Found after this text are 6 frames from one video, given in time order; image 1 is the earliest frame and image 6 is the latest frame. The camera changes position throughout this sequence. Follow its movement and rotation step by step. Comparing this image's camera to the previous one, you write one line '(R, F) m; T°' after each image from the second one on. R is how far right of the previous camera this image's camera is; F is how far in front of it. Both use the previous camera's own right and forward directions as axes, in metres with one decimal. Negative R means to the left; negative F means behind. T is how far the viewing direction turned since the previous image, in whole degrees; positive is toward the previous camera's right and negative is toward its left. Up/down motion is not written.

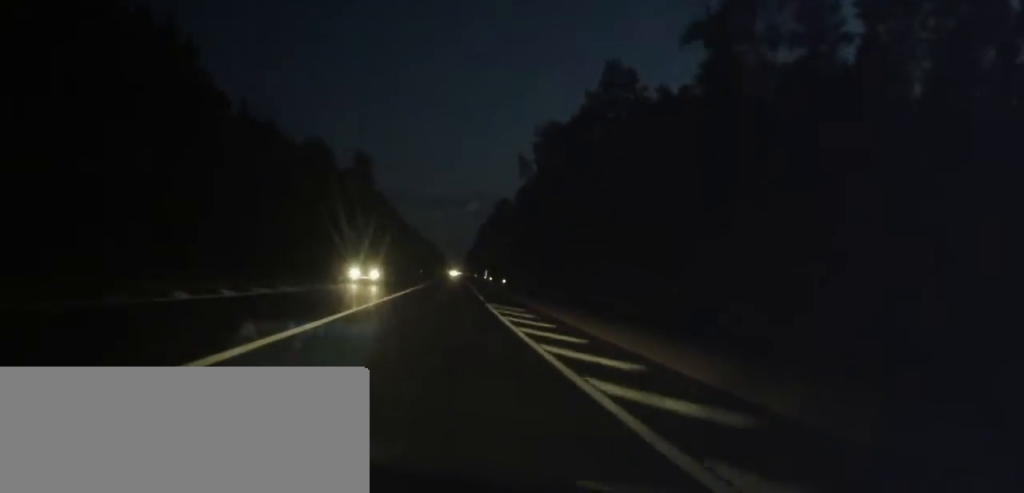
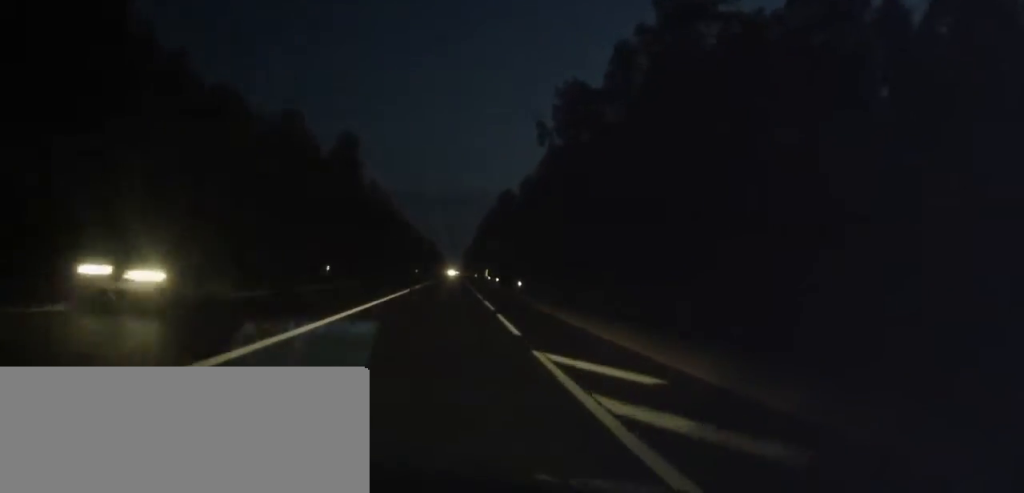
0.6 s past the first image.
(0.0, +16.0) m; 0°
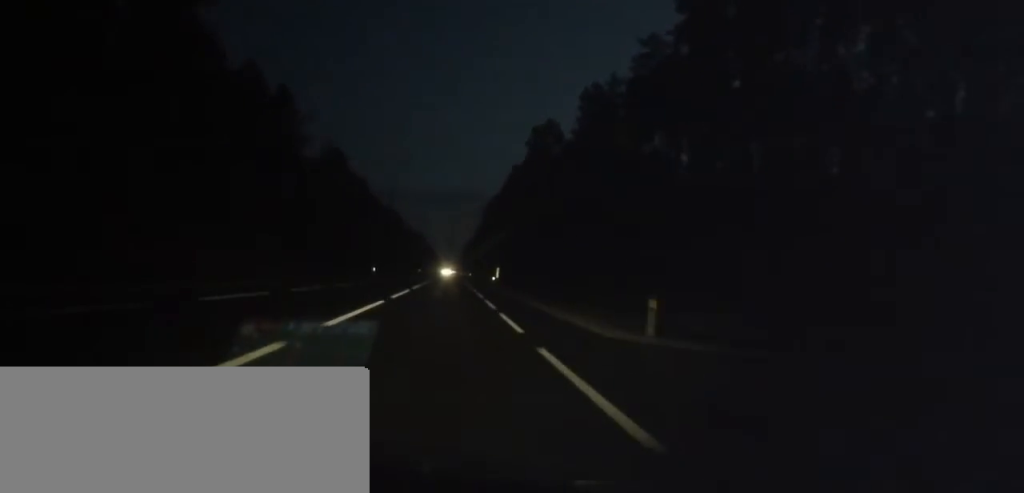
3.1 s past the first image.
(+0.6, +72.8) m; +1°
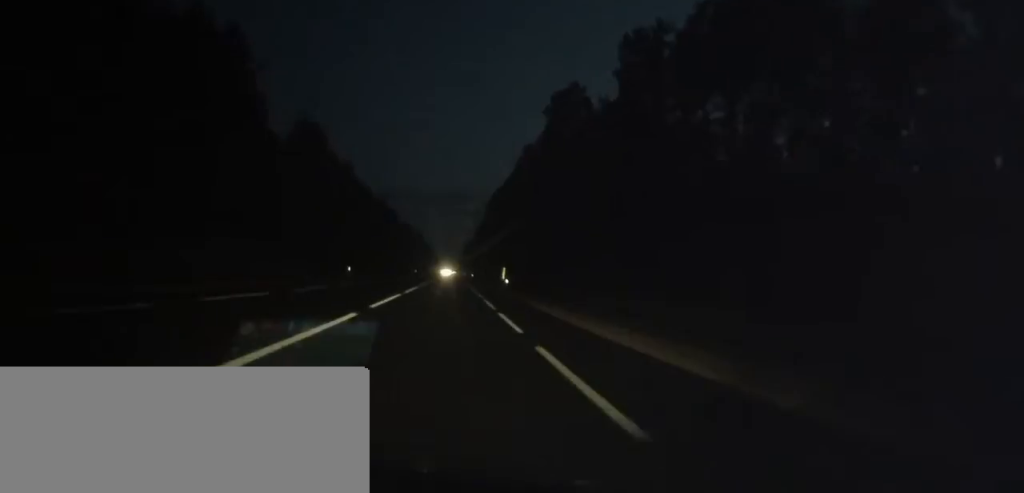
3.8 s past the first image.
(-0.1, +17.9) m; 0°
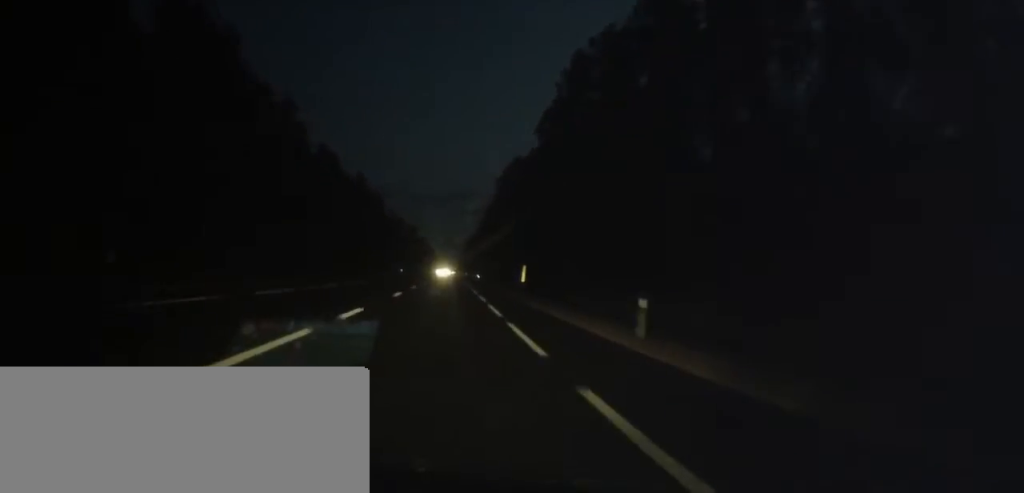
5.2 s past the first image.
(-0.4, +40.6) m; -1°
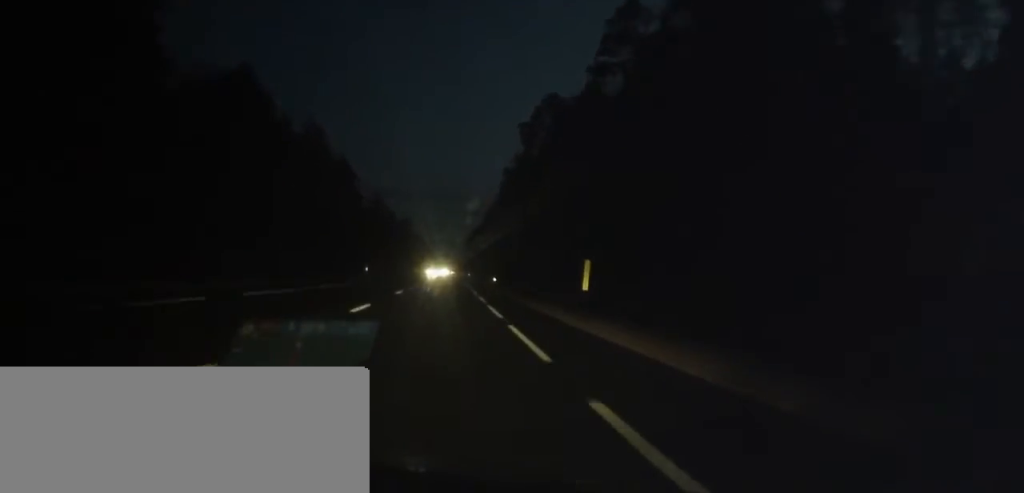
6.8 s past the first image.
(+0.5, +46.1) m; +1°
